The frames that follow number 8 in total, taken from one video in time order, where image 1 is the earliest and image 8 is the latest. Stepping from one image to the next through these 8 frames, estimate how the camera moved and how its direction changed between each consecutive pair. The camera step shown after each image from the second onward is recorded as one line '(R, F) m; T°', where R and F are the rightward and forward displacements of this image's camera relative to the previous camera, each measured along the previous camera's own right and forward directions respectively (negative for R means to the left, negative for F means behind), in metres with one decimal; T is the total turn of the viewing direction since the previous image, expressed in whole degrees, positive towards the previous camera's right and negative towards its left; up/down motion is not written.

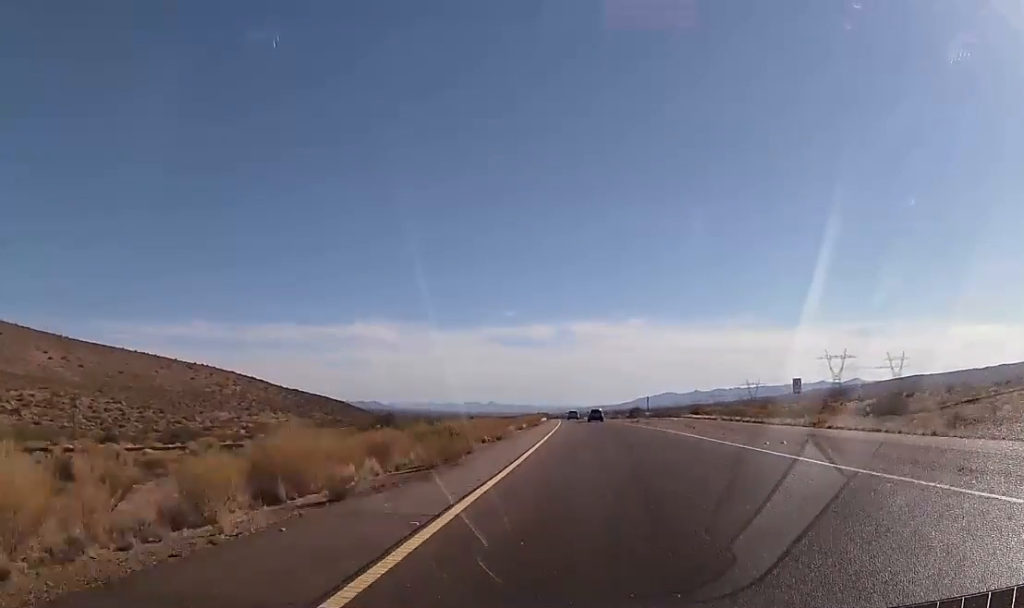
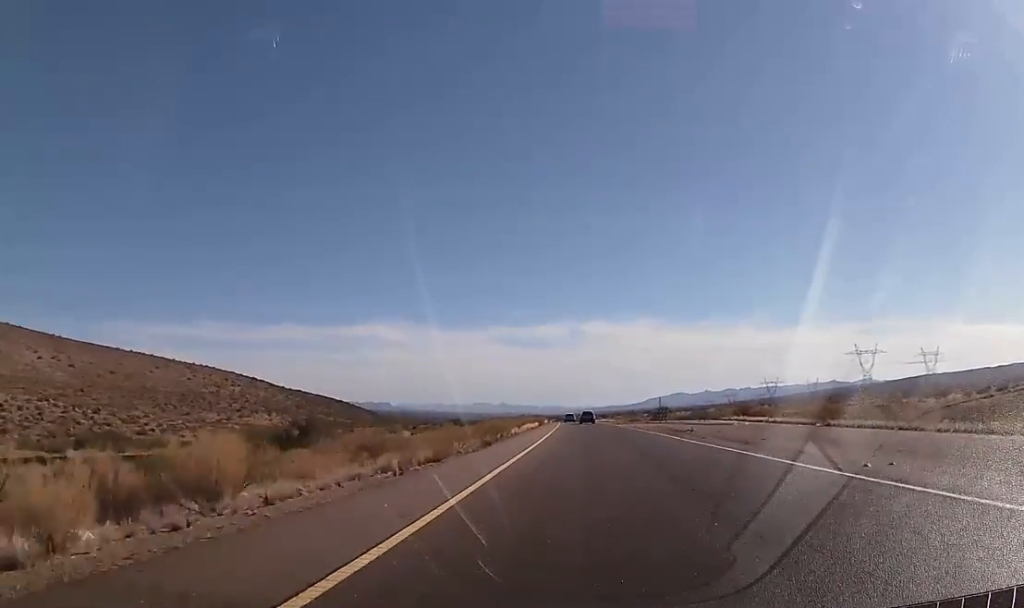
(-0.1, +41.4) m; -1°
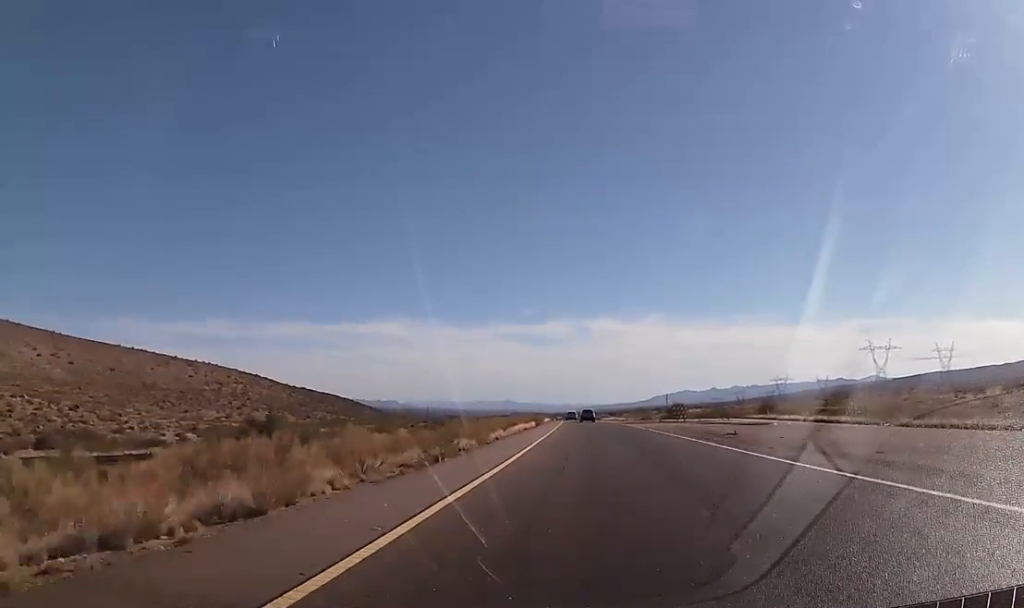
(0.0, +13.4) m; 0°
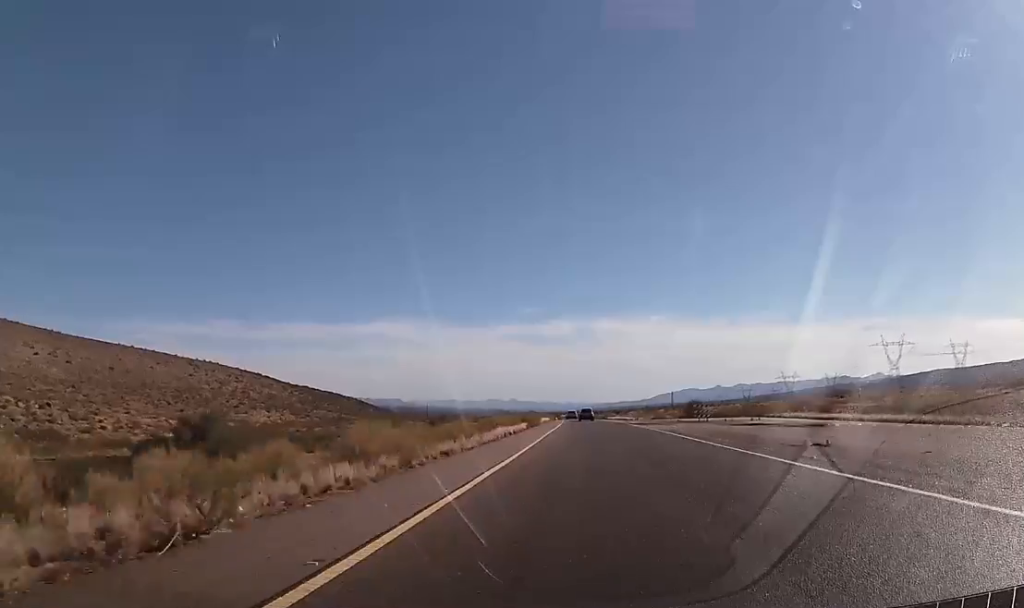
(-0.1, +14.6) m; -1°
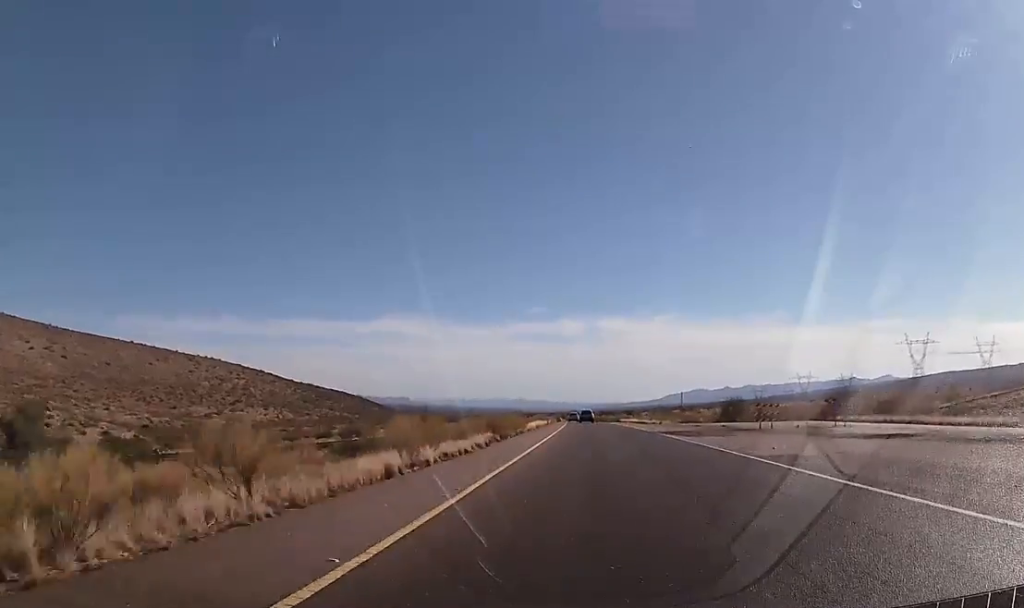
(-0.2, +24.7) m; -1°
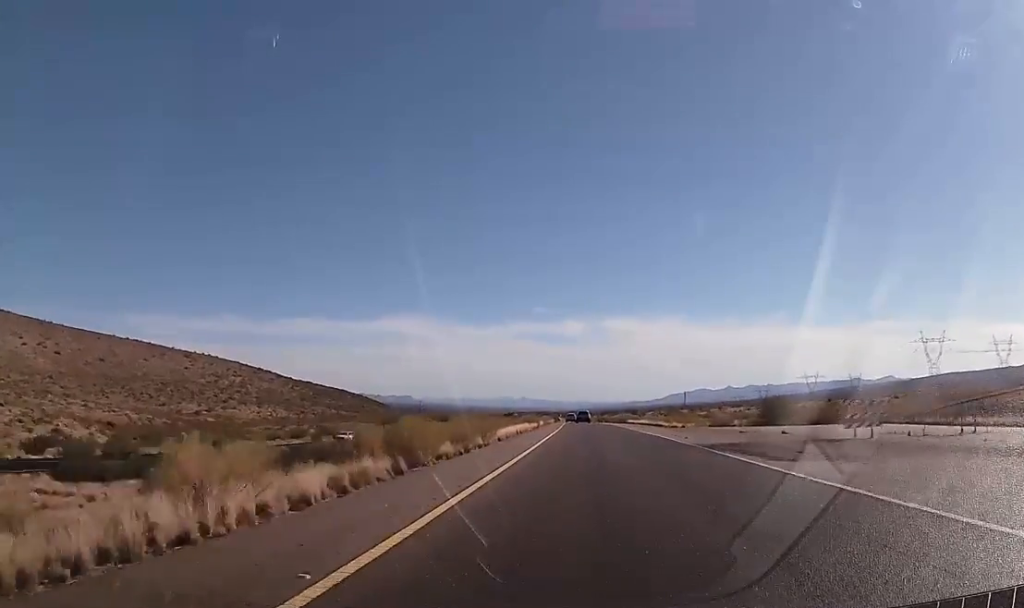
(-0.2, +19.0) m; 0°
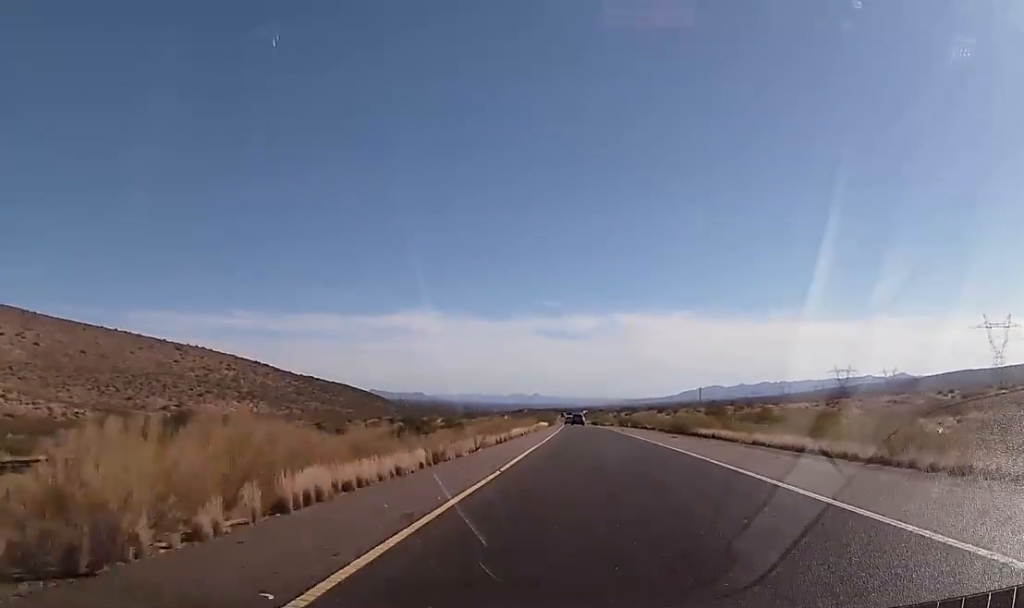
(-0.2, +62.9) m; -1°
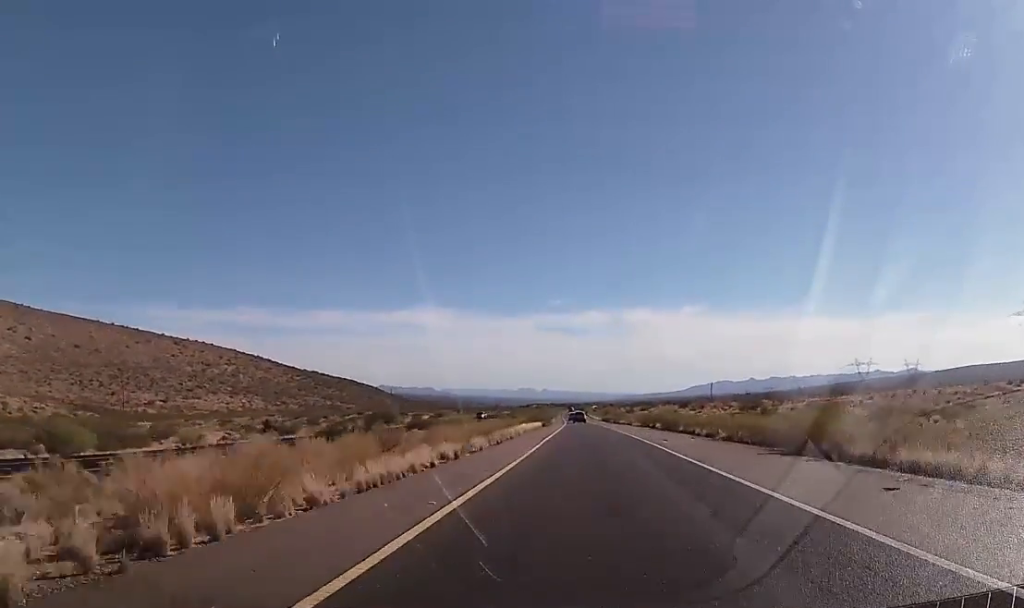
(-0.1, +30.6) m; 0°
